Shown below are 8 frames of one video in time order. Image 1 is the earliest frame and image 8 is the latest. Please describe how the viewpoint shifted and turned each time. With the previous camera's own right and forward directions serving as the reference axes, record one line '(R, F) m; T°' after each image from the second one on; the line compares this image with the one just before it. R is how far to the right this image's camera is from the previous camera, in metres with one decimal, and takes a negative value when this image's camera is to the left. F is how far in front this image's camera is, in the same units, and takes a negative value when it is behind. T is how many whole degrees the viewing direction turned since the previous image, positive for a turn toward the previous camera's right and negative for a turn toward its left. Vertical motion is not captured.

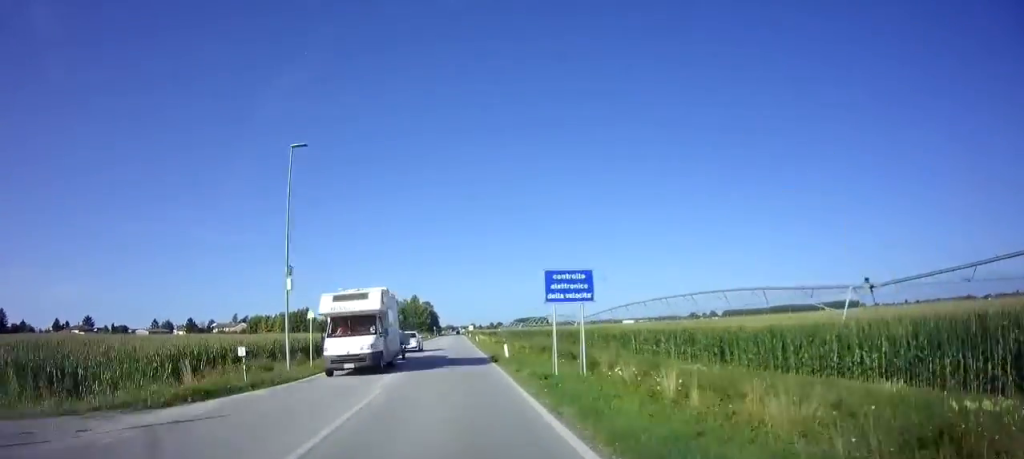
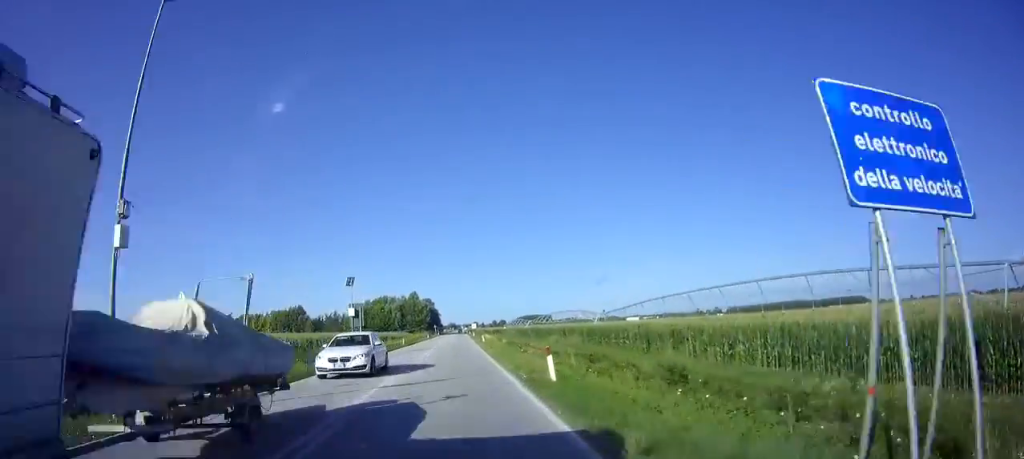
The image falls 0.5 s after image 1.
(-0.1, +11.3) m; 0°
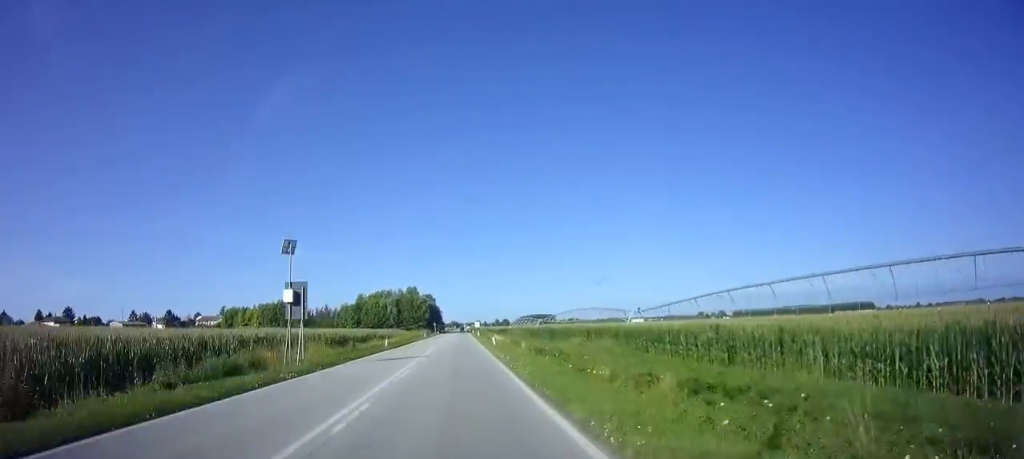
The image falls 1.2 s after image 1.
(0.0, +13.5) m; 0°
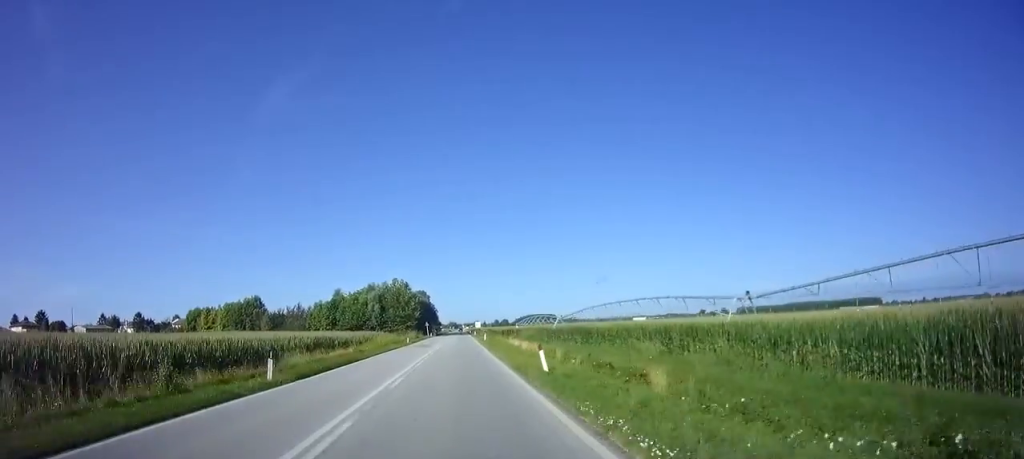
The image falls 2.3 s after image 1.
(0.0, +24.8) m; 0°
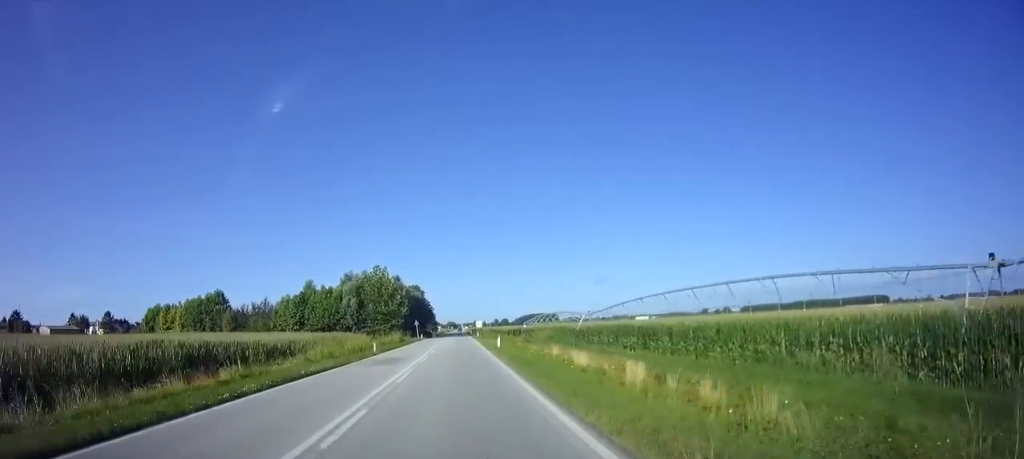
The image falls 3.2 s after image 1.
(+0.1, +21.0) m; 0°
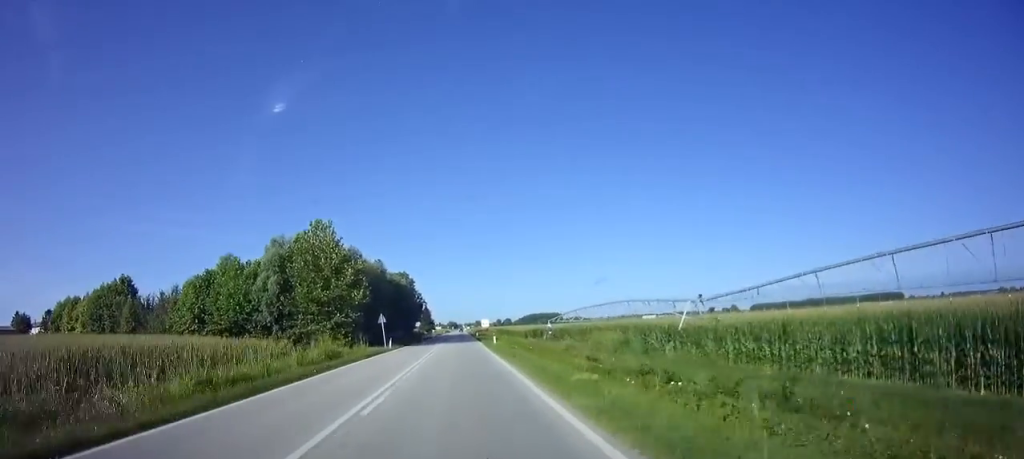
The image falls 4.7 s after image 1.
(-0.1, +34.9) m; 0°
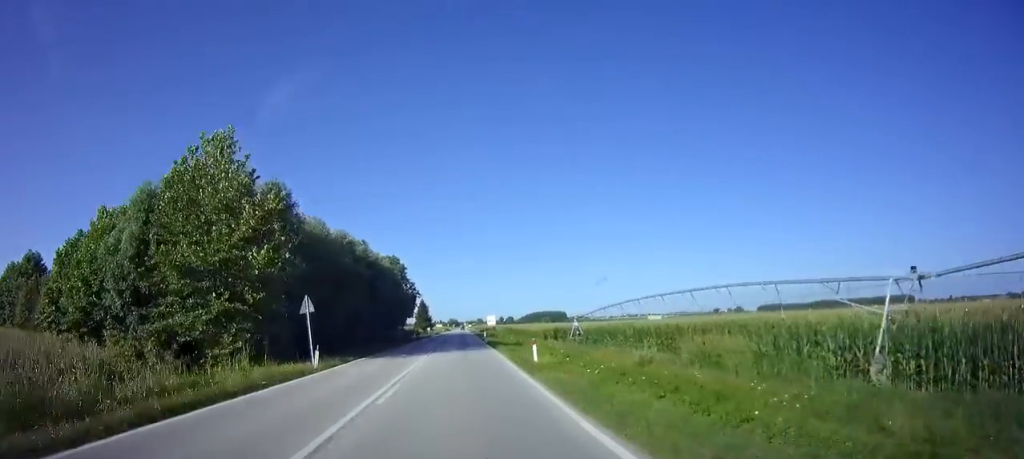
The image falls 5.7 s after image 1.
(+0.2, +22.0) m; 0°
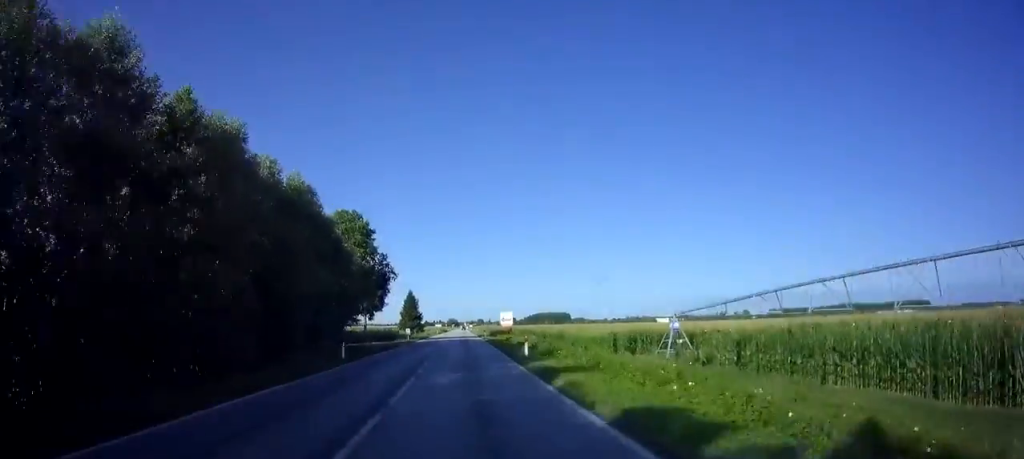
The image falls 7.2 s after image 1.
(-0.4, +35.6) m; -1°
